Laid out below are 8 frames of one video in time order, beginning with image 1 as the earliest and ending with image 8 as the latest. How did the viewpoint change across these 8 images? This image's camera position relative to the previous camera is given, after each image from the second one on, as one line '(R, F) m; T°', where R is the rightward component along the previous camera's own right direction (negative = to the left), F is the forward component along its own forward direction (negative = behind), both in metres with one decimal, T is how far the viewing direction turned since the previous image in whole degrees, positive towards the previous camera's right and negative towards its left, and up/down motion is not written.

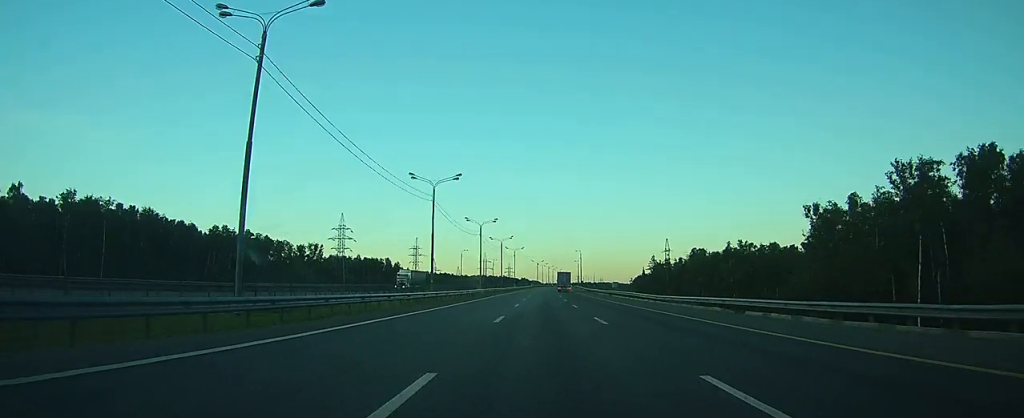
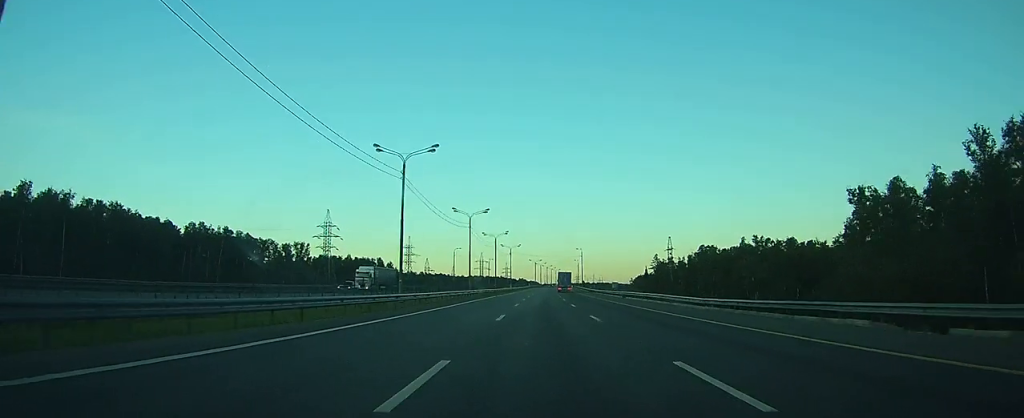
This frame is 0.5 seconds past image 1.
(0.0, +14.8) m; 0°
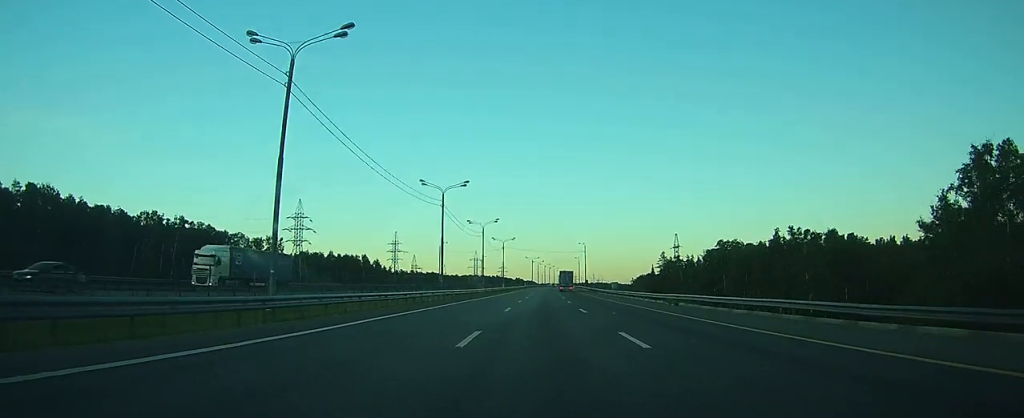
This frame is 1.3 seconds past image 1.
(0.0, +26.1) m; 0°
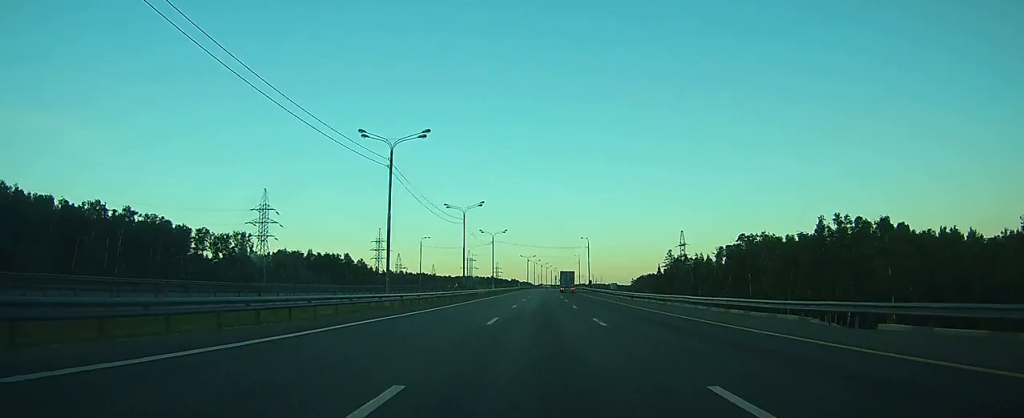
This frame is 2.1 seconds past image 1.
(+0.1, +24.9) m; 0°
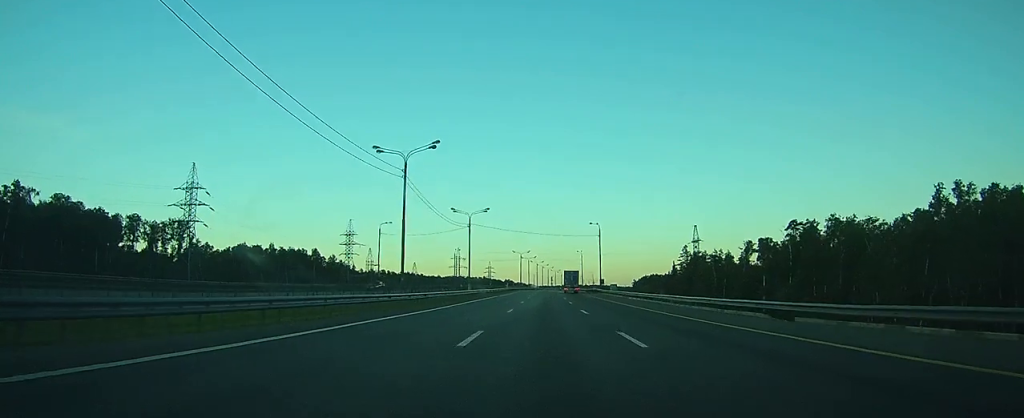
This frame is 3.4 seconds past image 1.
(+0.2, +39.2) m; 0°
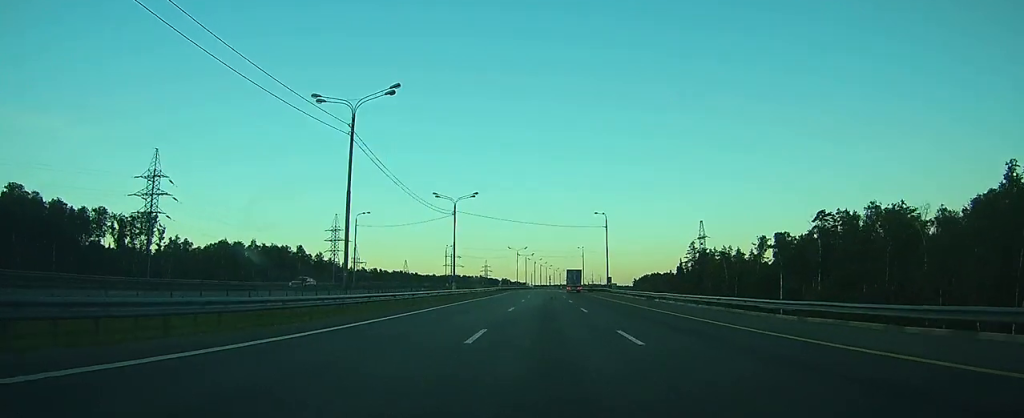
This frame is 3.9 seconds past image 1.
(0.0, +15.3) m; 0°
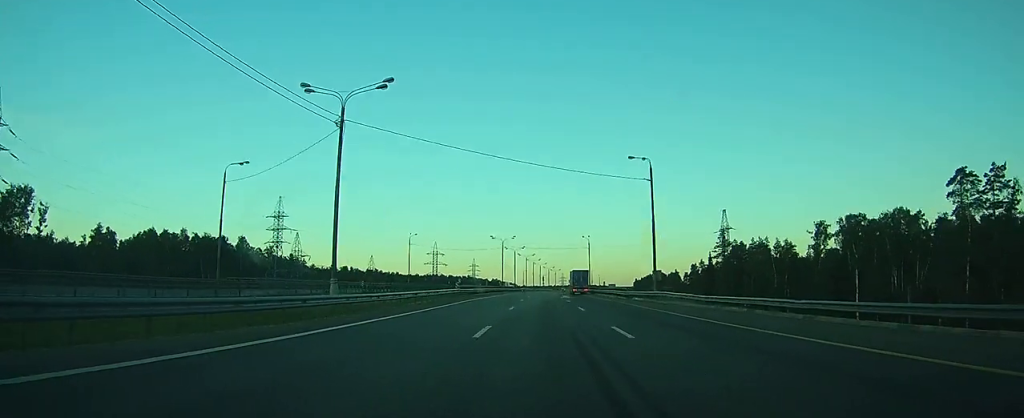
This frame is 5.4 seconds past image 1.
(+0.1, +46.9) m; +1°
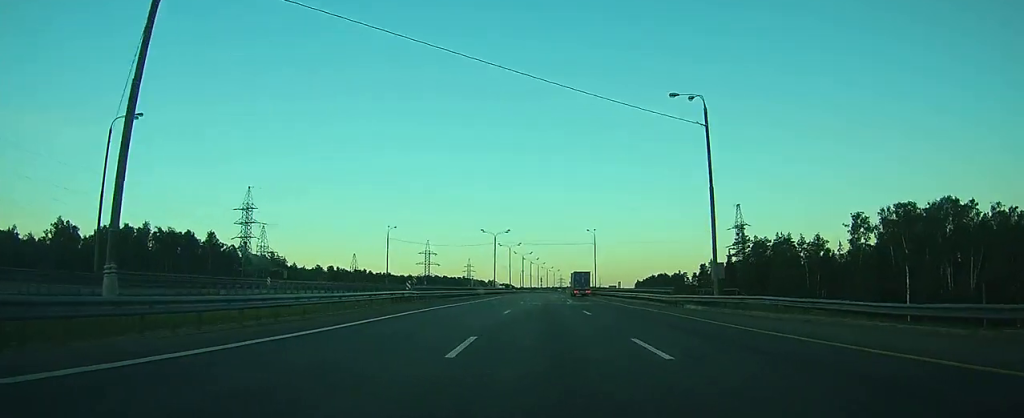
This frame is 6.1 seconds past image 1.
(+0.1, +20.2) m; 0°
